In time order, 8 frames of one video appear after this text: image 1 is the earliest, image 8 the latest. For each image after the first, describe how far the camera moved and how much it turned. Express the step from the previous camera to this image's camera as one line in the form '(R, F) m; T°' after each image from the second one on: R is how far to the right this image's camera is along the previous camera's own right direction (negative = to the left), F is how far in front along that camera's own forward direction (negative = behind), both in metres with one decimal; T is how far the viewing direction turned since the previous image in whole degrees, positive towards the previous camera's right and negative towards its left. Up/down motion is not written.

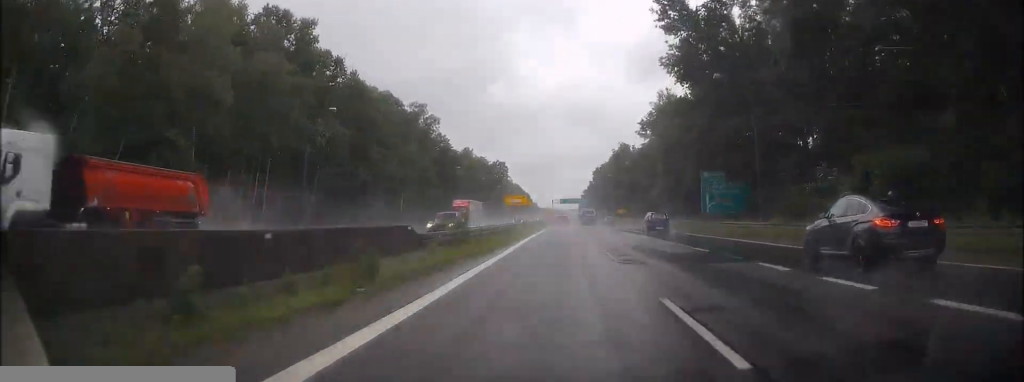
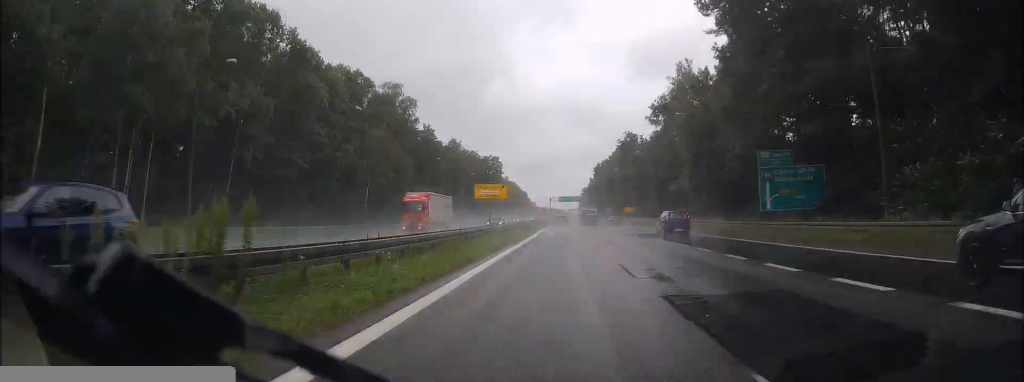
(0.0, +16.7) m; 0°
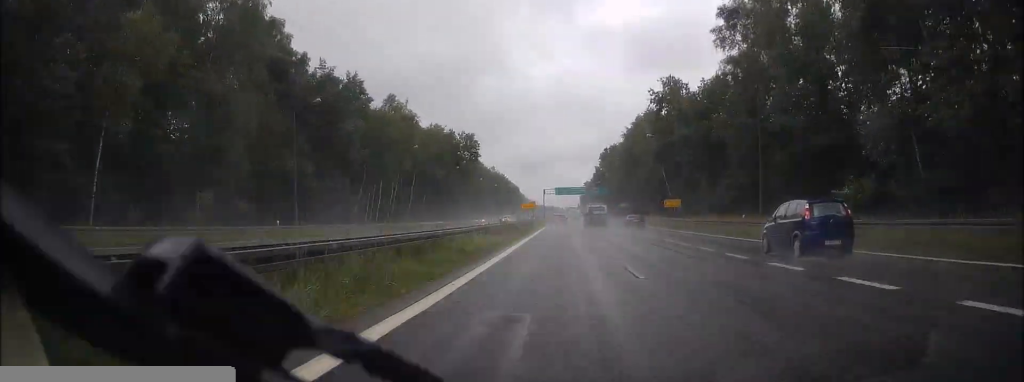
(+0.1, +48.7) m; 0°
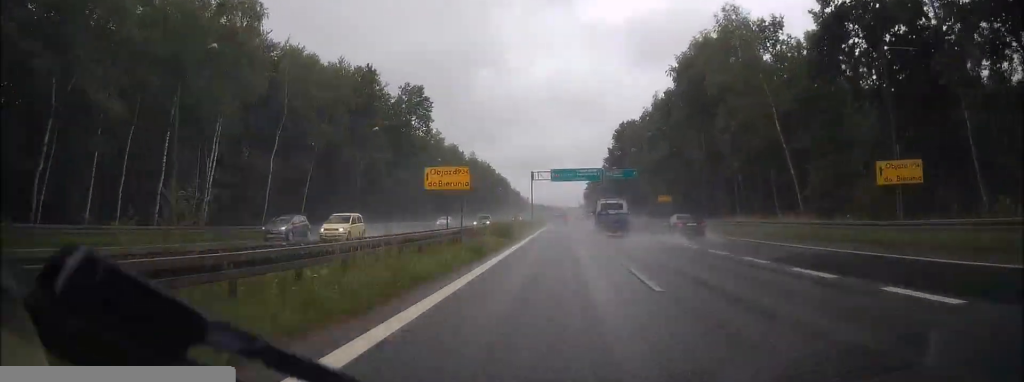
(+0.2, +50.2) m; 0°
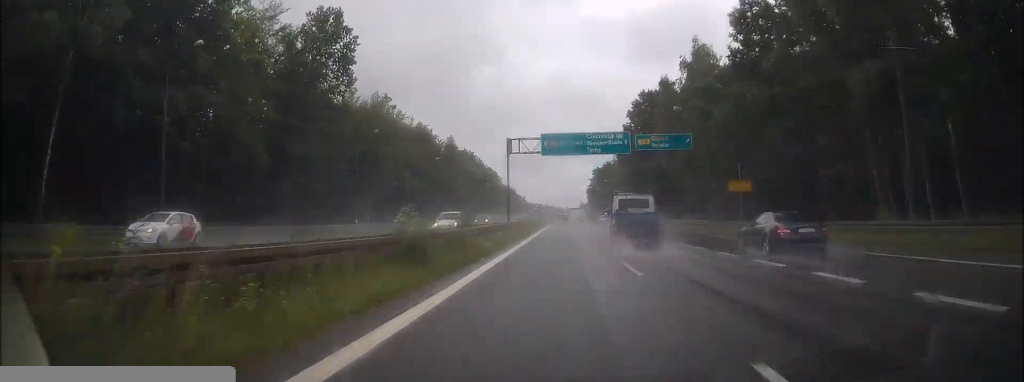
(-0.1, +33.4) m; 0°
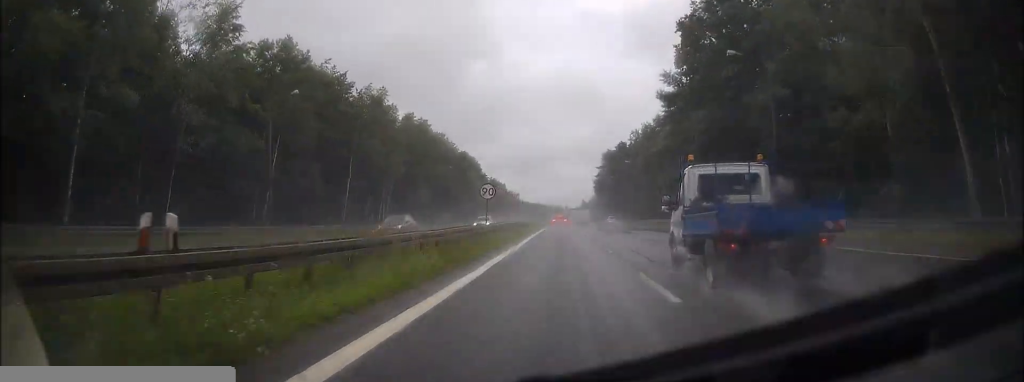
(0.0, +51.0) m; 0°
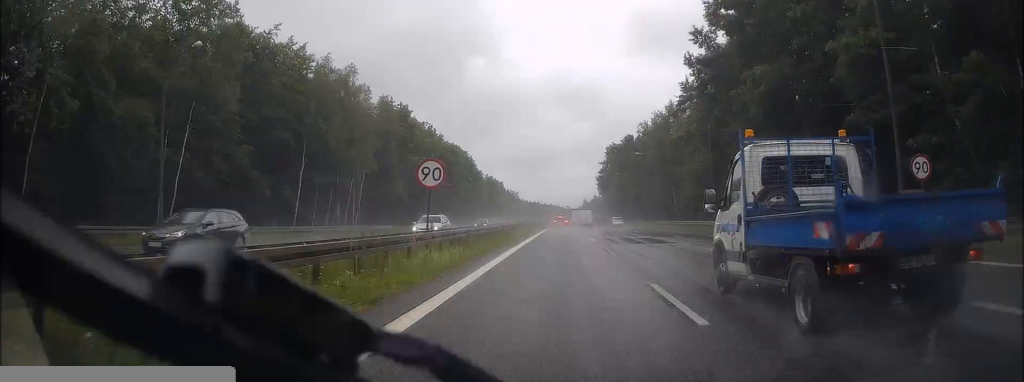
(0.0, +13.7) m; 0°
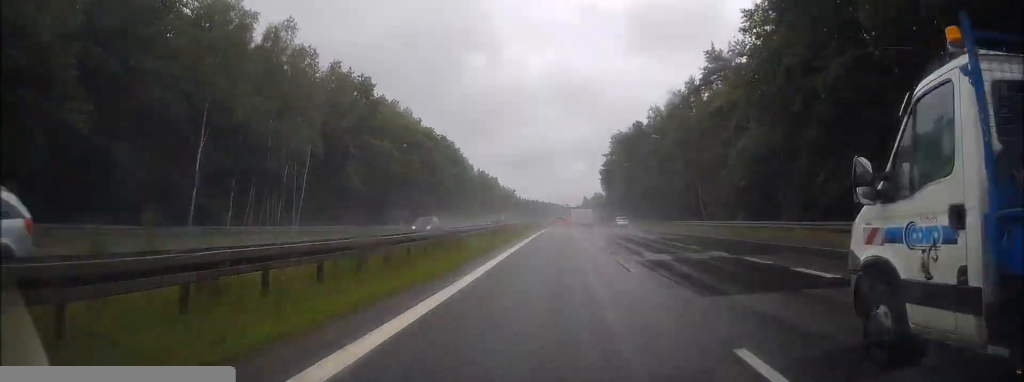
(0.0, +17.7) m; 0°
